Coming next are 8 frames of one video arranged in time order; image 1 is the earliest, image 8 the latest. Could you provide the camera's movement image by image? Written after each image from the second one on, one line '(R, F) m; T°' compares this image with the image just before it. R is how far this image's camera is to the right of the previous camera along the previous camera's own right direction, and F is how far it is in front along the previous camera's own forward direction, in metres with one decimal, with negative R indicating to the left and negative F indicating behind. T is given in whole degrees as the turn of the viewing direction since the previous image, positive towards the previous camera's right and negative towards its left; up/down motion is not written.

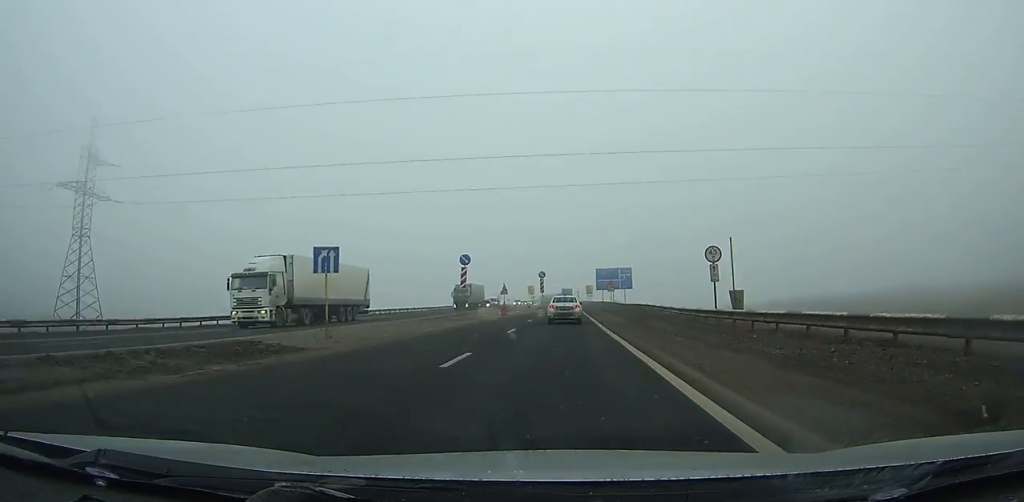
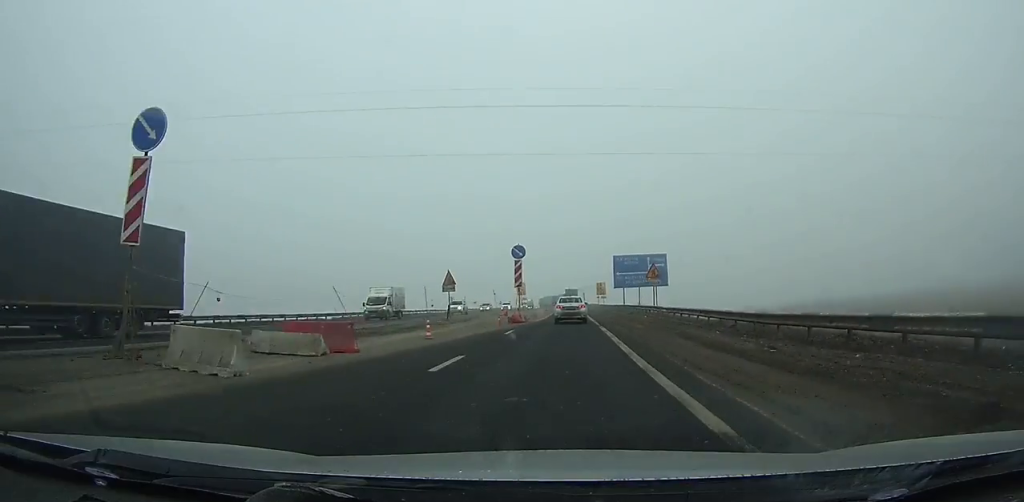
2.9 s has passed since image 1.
(-0.1, +35.6) m; 0°
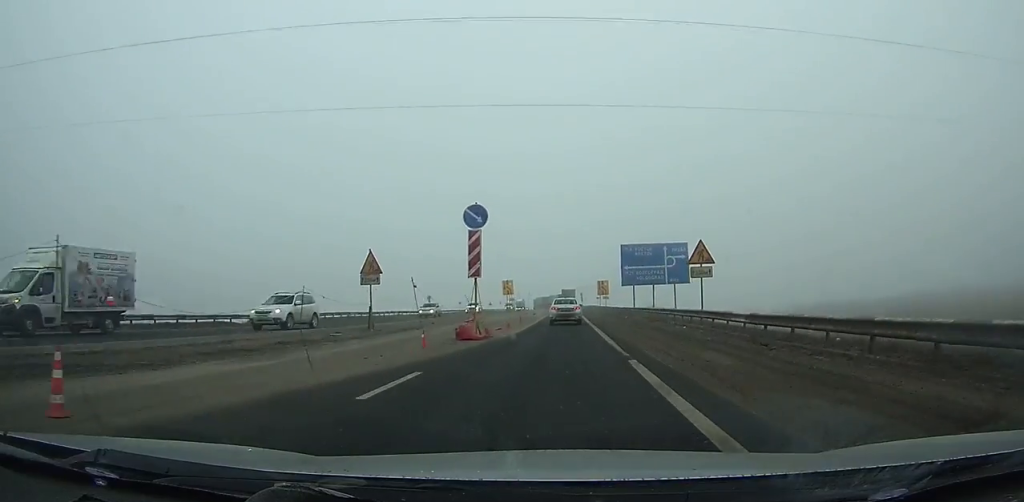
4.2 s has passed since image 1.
(+0.1, +14.0) m; 0°
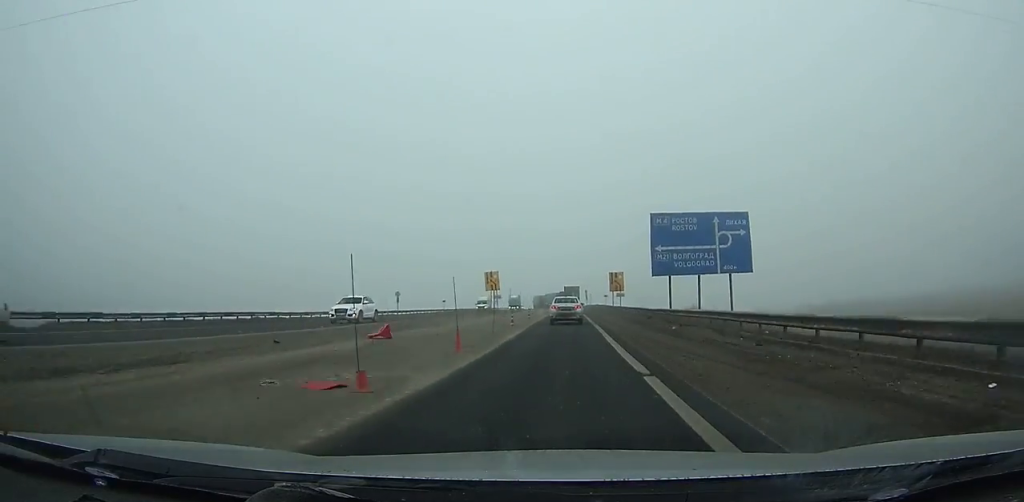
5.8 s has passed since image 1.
(+0.1, +17.2) m; 0°
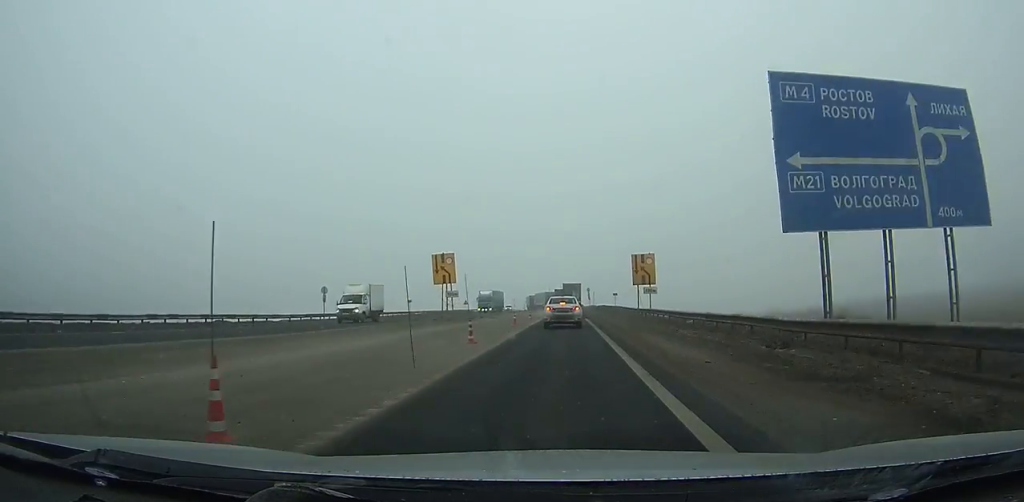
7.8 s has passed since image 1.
(0.0, +17.7) m; 0°
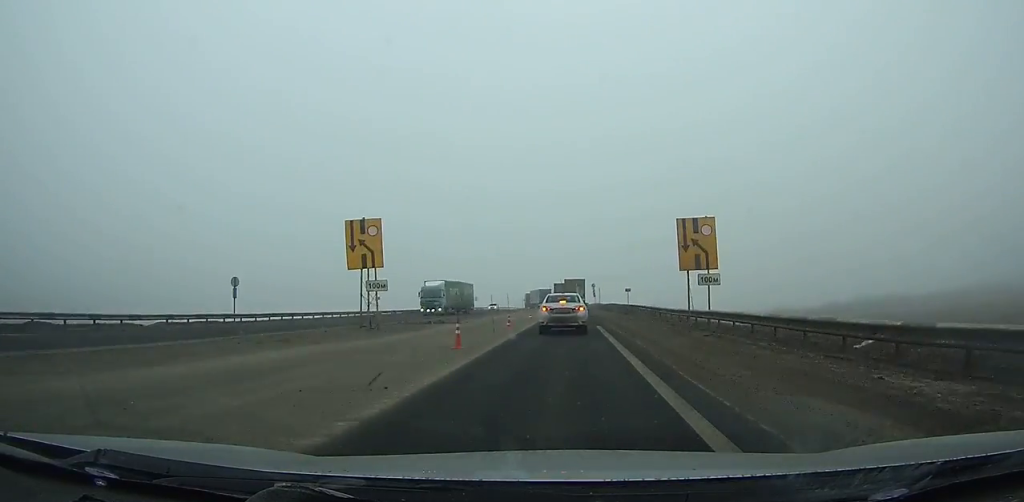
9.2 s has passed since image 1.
(0.0, +11.5) m; 0°
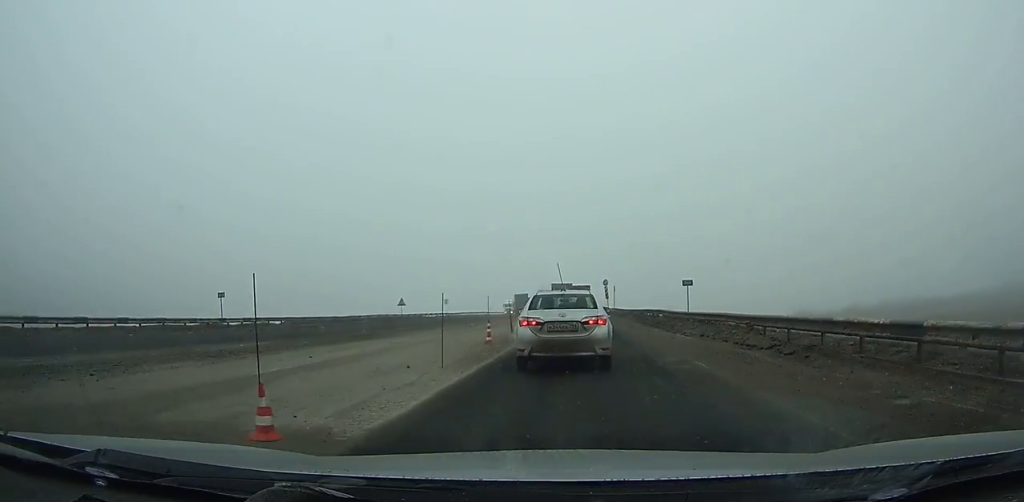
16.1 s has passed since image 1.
(-0.2, +37.0) m; 0°
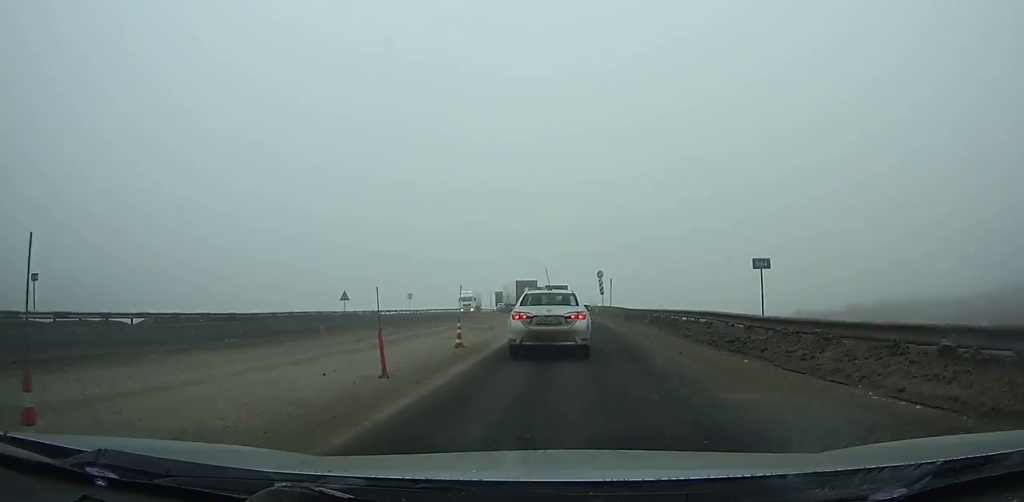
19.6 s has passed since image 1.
(+0.2, +15.4) m; 0°
